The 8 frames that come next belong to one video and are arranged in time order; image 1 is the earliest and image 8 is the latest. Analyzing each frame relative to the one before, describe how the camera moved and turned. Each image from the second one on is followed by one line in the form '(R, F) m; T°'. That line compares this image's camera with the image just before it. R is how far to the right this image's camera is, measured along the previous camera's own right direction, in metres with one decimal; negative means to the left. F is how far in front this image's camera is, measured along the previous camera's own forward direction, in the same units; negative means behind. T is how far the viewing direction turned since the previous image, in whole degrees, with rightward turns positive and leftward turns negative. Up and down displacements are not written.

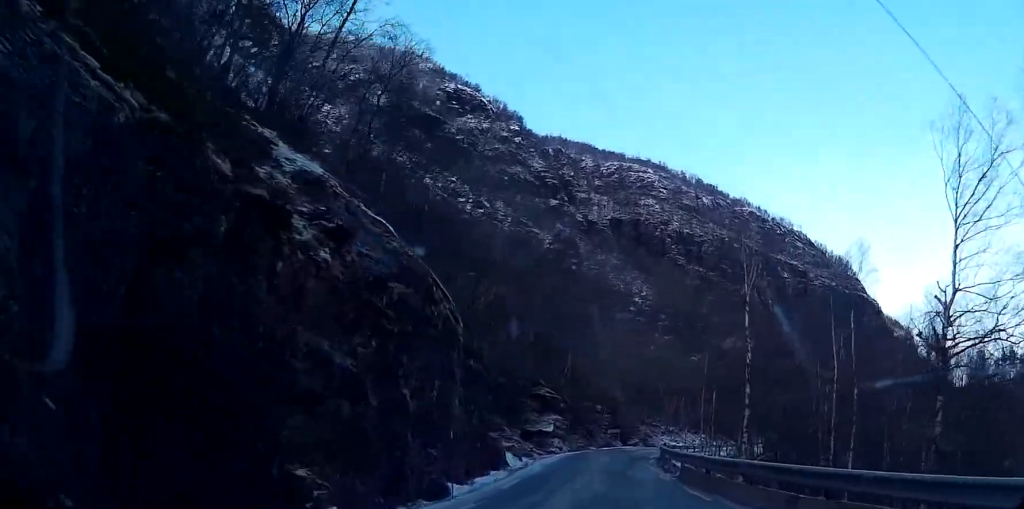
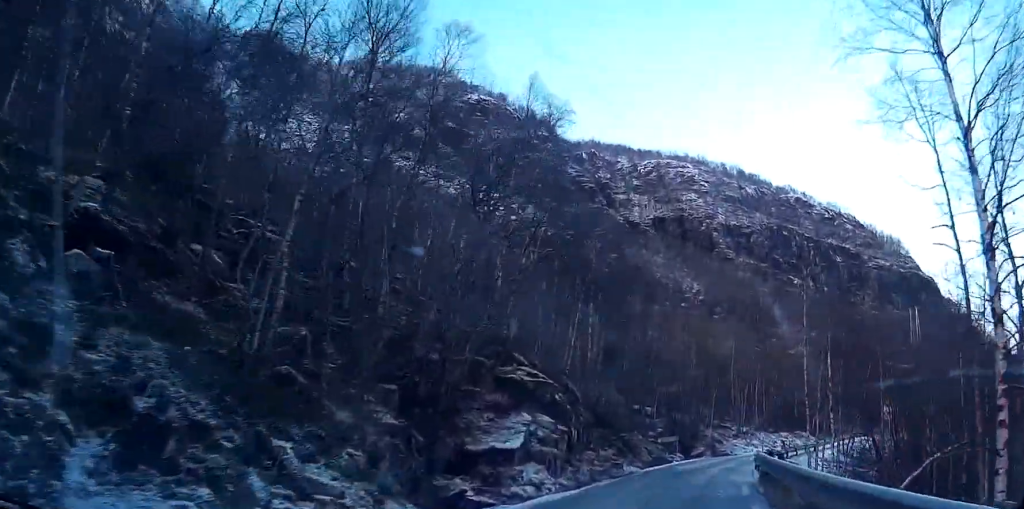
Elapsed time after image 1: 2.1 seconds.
(-1.3, +24.6) m; -3°
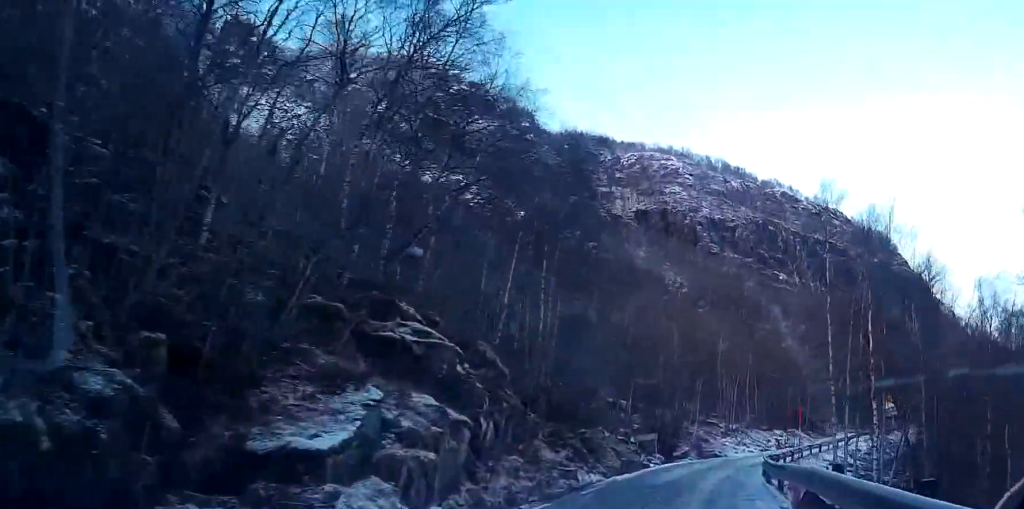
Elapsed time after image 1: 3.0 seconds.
(+0.1, +9.9) m; +1°
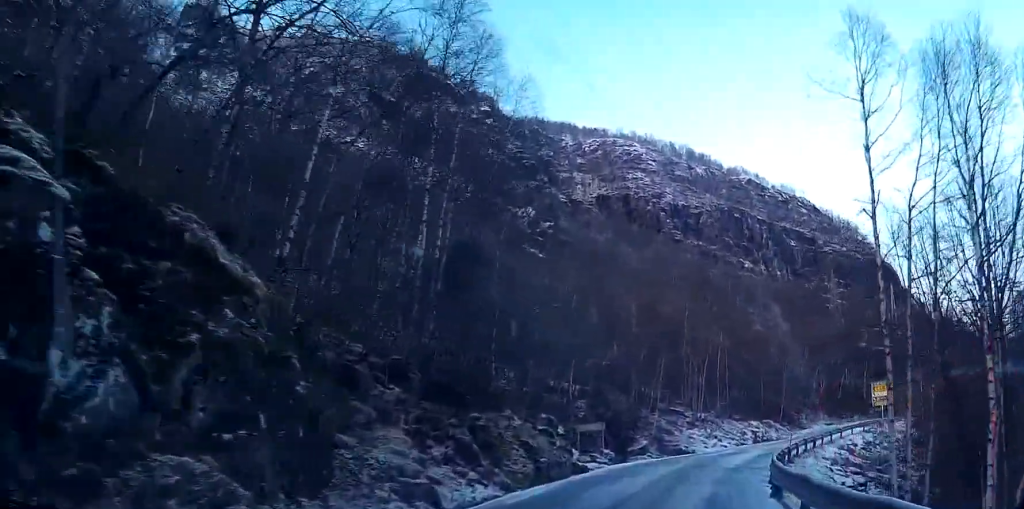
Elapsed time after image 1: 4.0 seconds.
(0.0, +11.1) m; +1°
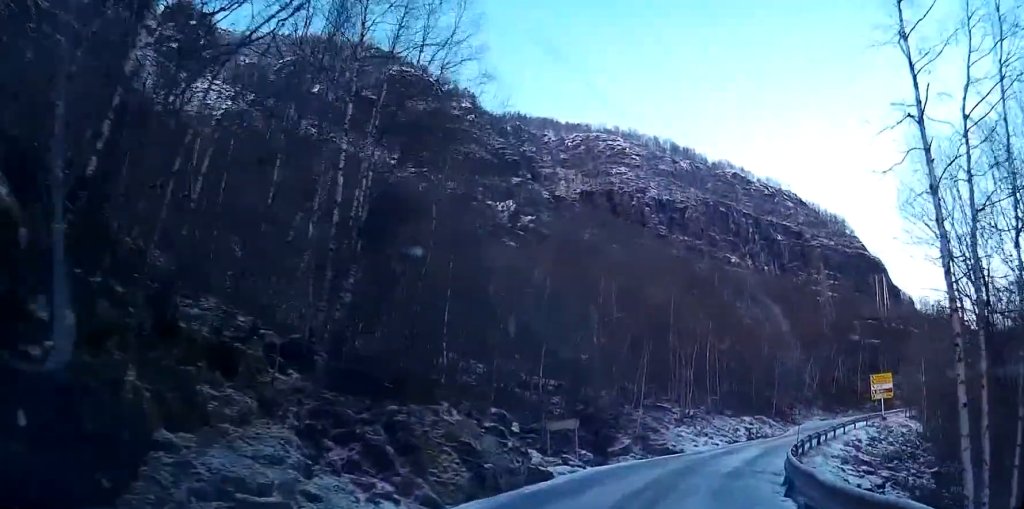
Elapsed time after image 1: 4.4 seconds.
(0.0, +4.7) m; 0°
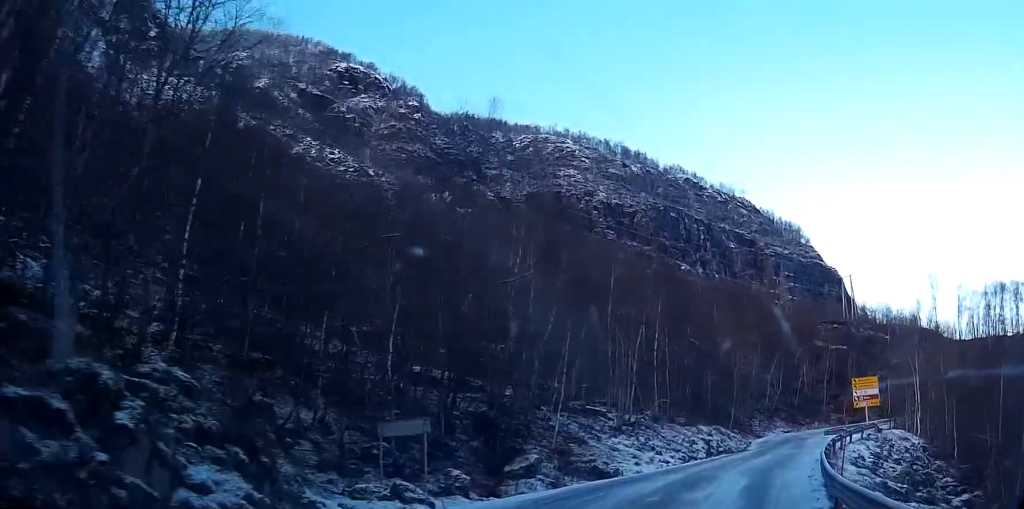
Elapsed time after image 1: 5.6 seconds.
(+0.3, +12.2) m; +8°
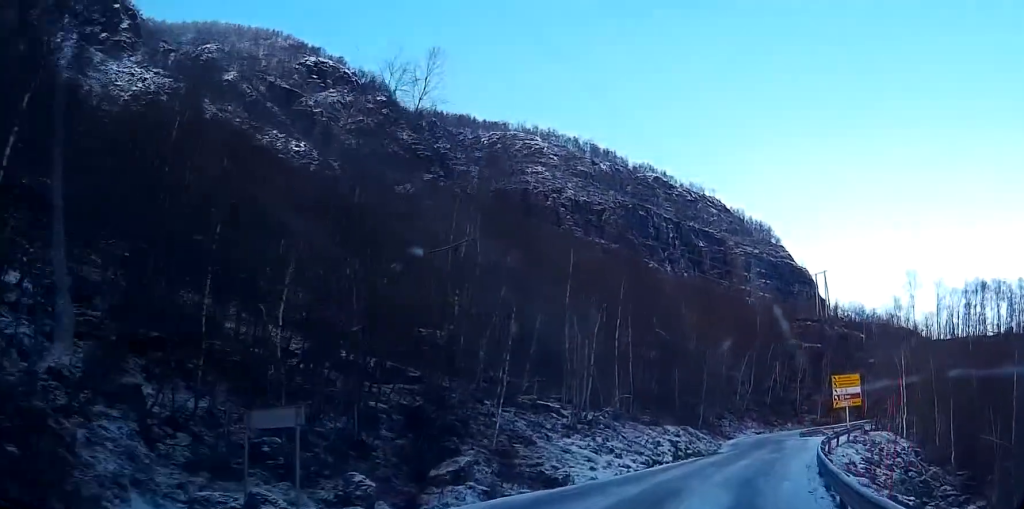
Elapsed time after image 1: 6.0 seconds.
(+0.4, +4.1) m; +5°
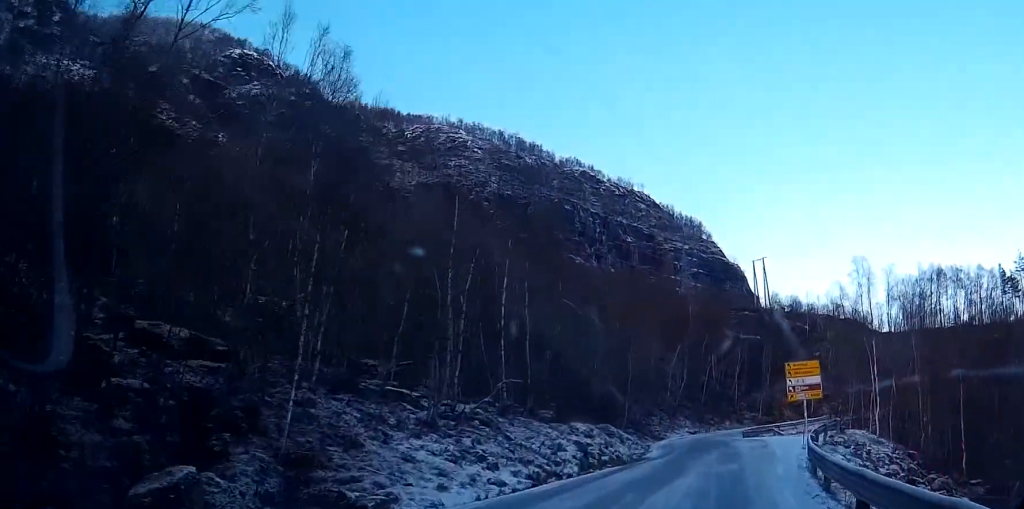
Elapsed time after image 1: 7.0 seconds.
(+1.0, +9.4) m; +8°
